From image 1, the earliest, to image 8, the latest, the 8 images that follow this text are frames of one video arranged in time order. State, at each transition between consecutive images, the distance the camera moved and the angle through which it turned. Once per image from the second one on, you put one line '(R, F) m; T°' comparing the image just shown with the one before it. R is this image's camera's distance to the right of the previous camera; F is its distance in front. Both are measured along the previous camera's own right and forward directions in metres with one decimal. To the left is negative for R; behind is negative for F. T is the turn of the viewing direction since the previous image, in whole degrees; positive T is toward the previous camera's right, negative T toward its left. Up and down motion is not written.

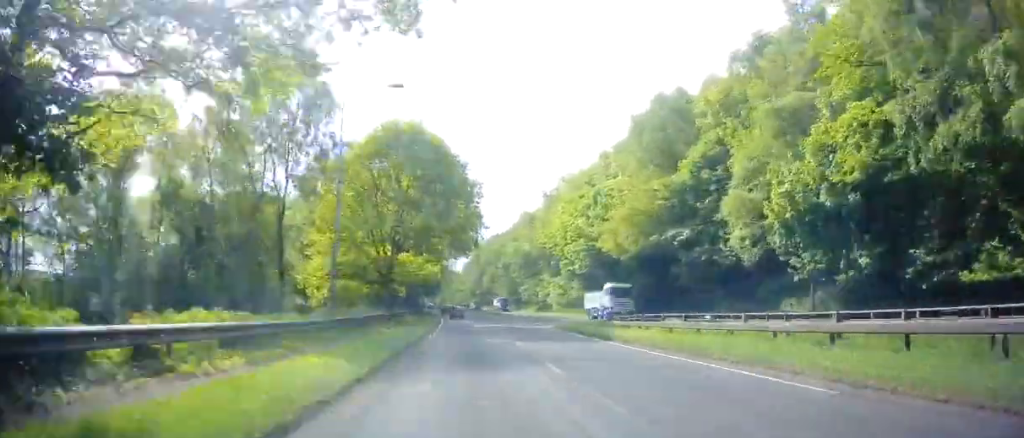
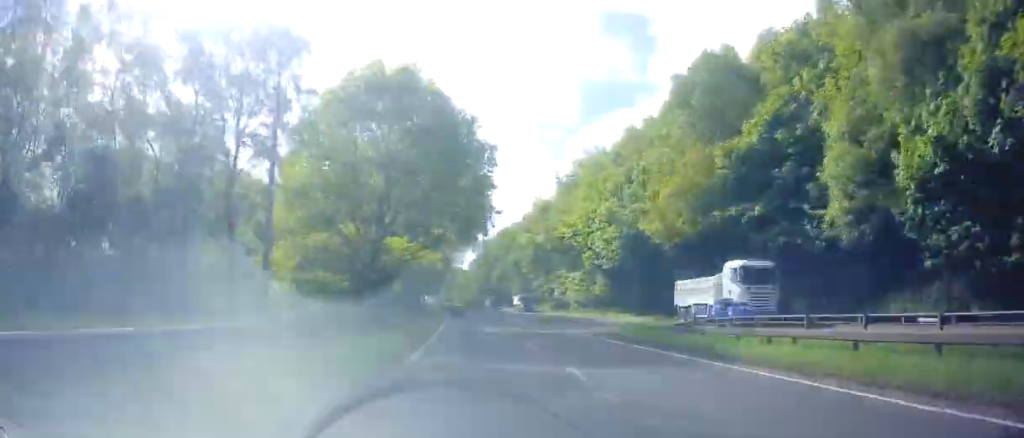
(0.0, +10.3) m; 0°
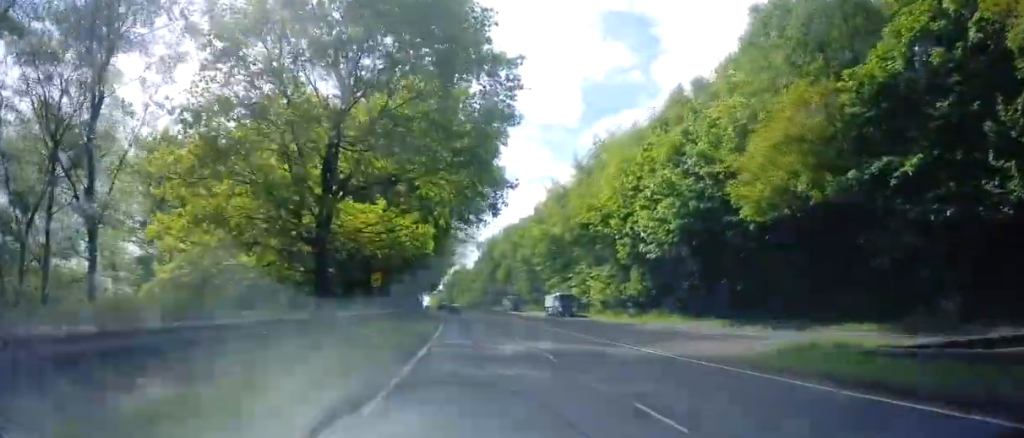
(+0.1, +13.3) m; 0°
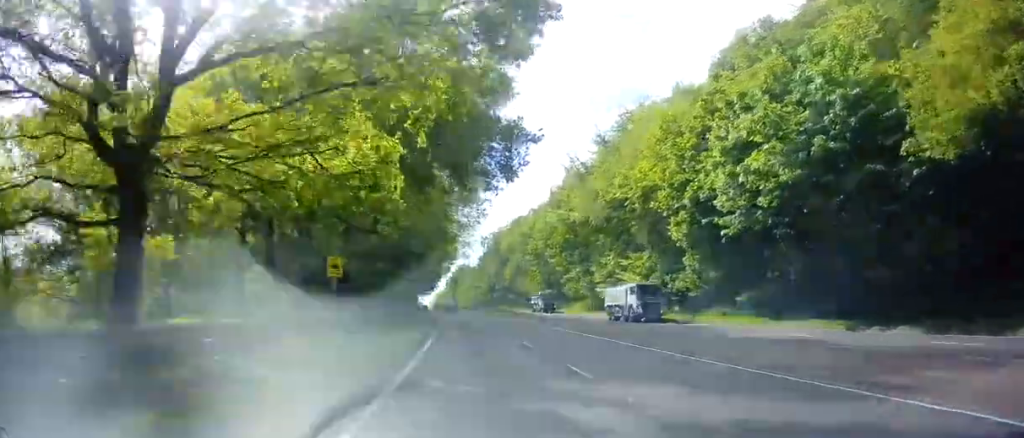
(-0.2, +12.9) m; -1°
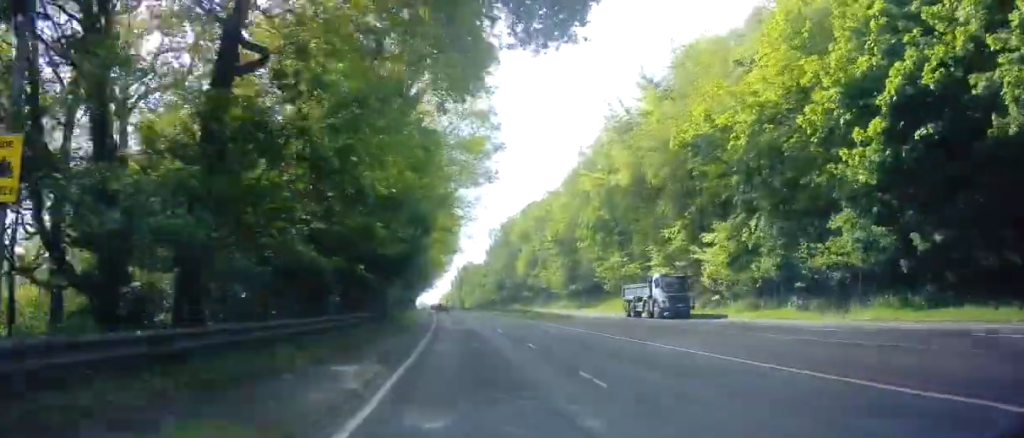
(-0.2, +19.4) m; 0°
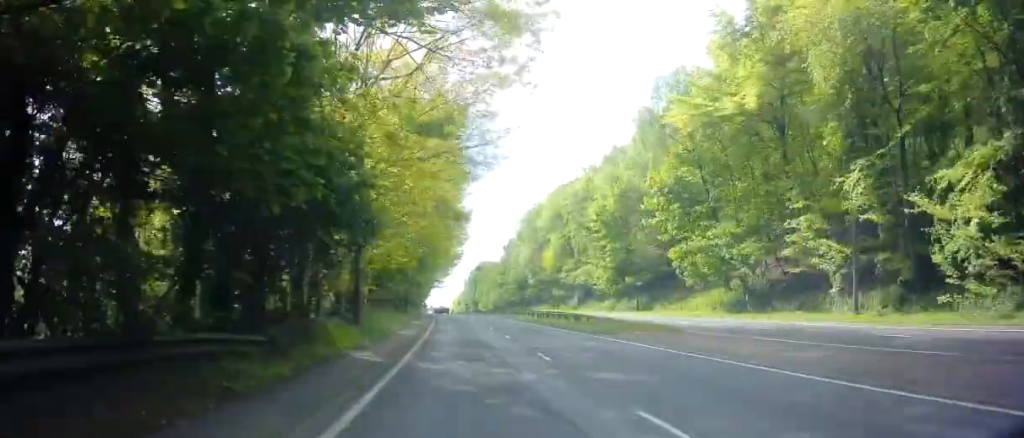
(+0.1, +21.9) m; 0°
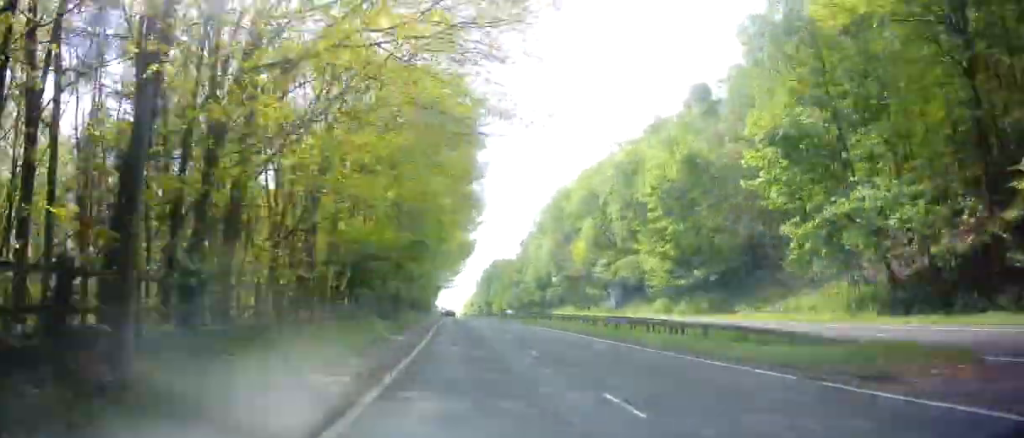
(-0.1, +16.1) m; -1°
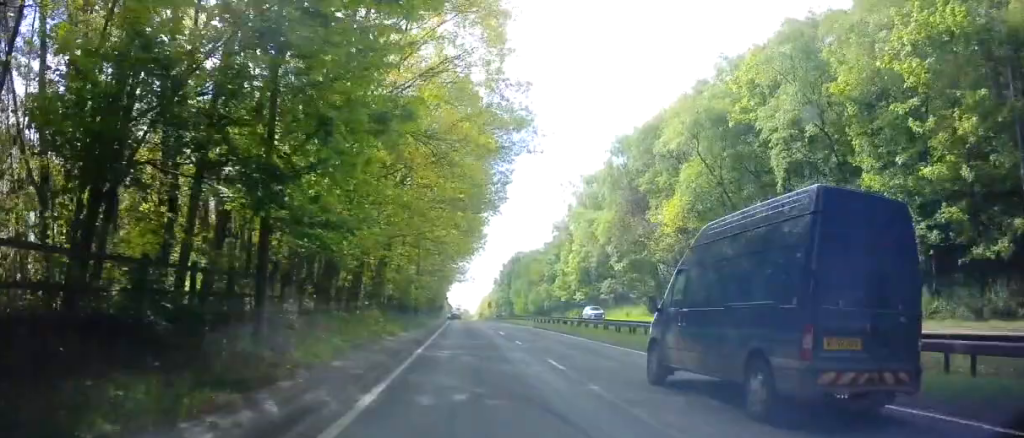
(-0.2, +29.8) m; -1°
